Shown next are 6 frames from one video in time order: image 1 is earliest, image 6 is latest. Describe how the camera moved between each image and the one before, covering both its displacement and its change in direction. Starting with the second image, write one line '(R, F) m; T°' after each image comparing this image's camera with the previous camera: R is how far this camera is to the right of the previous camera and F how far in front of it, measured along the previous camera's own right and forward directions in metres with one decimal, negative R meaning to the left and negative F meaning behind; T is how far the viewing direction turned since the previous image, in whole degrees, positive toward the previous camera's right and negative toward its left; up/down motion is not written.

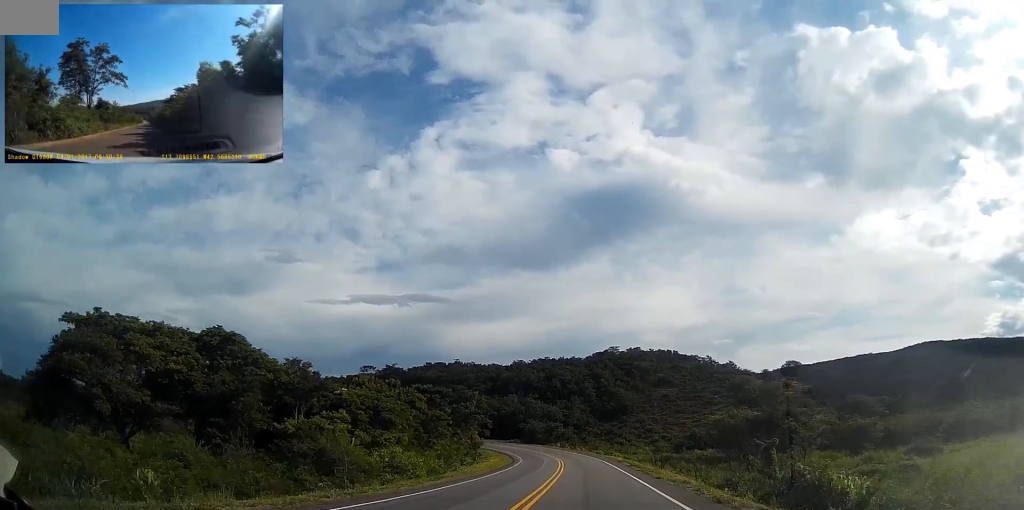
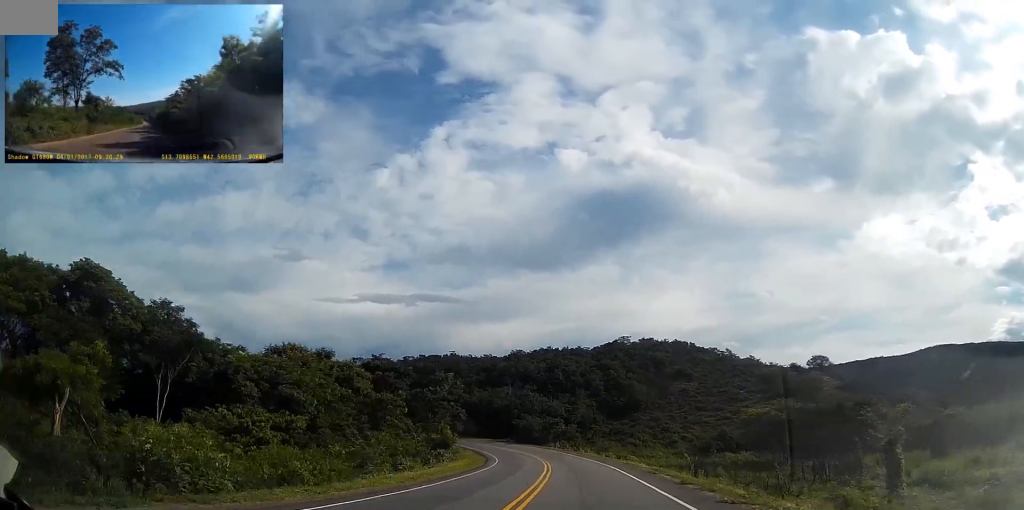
(+0.4, +21.1) m; 0°
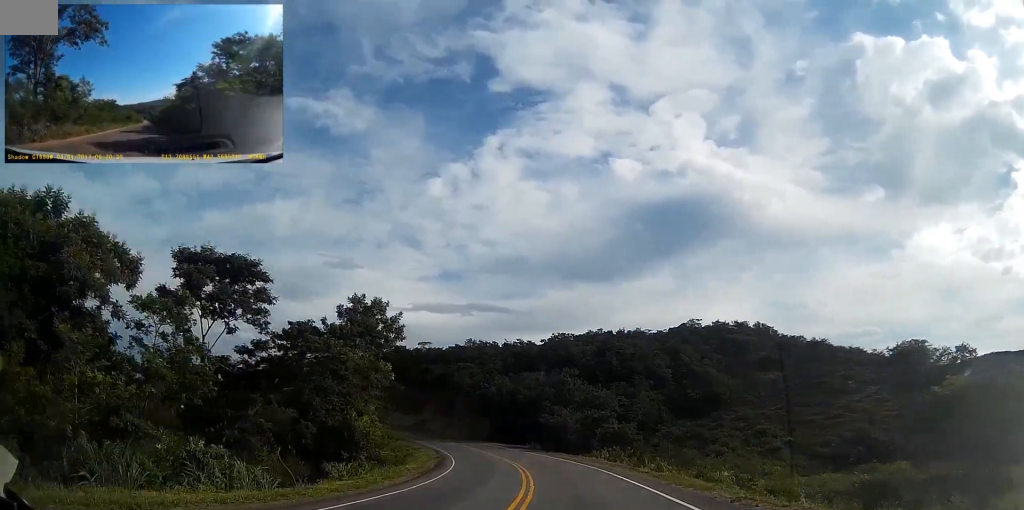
(-0.6, +37.6) m; -4°
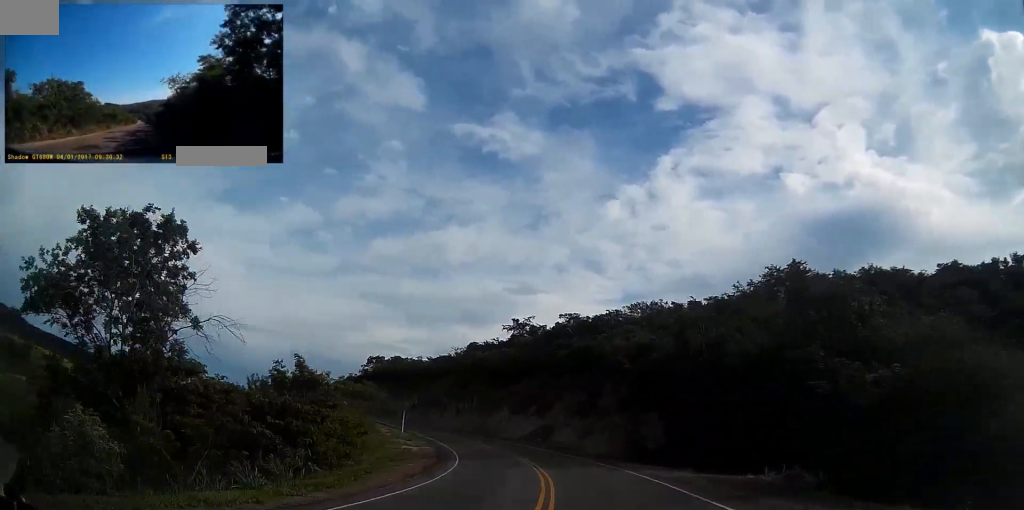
(-5.1, +51.2) m; -14°
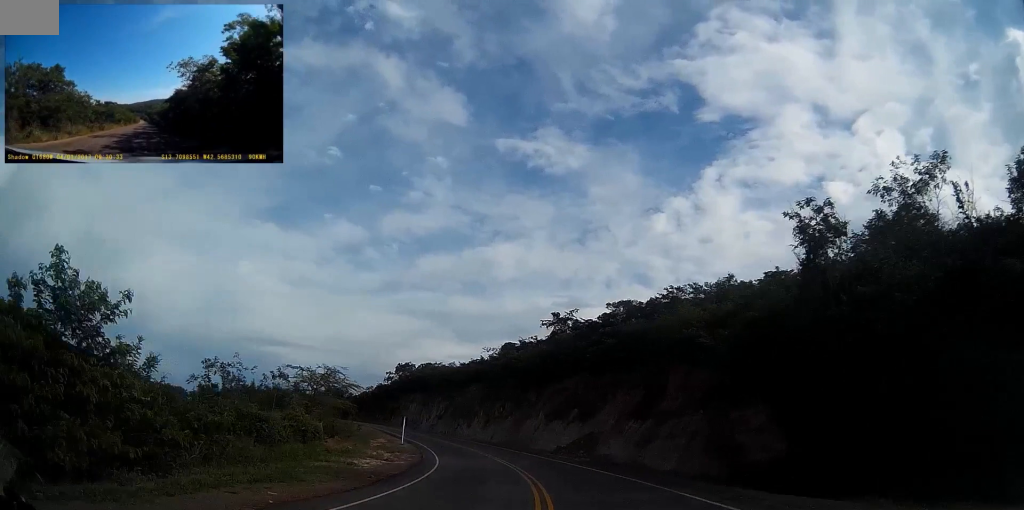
(-0.8, +16.7) m; -6°
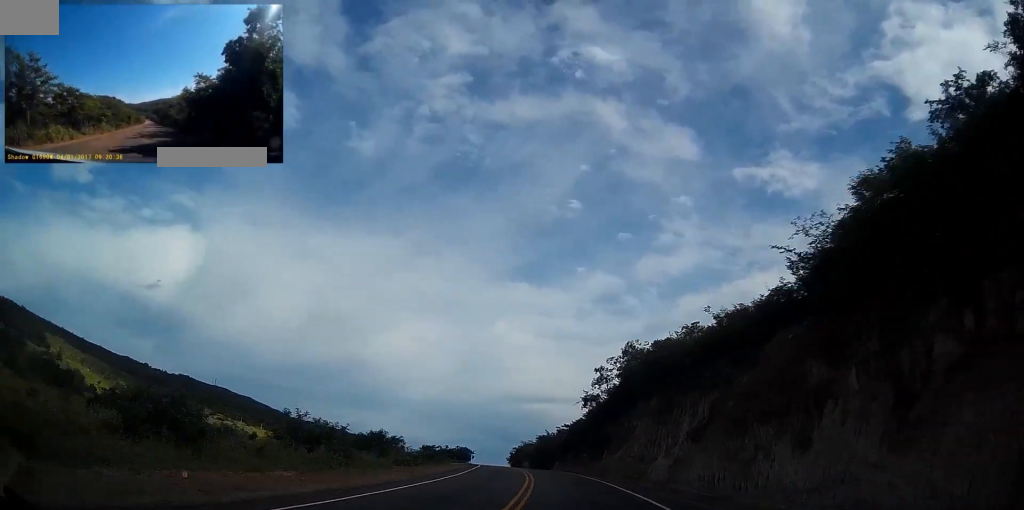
(-13.5, +61.7) m; -25°
